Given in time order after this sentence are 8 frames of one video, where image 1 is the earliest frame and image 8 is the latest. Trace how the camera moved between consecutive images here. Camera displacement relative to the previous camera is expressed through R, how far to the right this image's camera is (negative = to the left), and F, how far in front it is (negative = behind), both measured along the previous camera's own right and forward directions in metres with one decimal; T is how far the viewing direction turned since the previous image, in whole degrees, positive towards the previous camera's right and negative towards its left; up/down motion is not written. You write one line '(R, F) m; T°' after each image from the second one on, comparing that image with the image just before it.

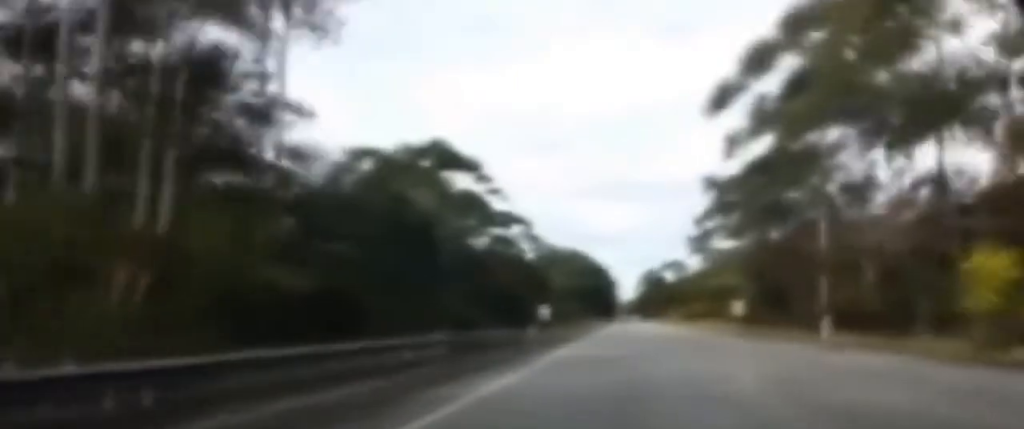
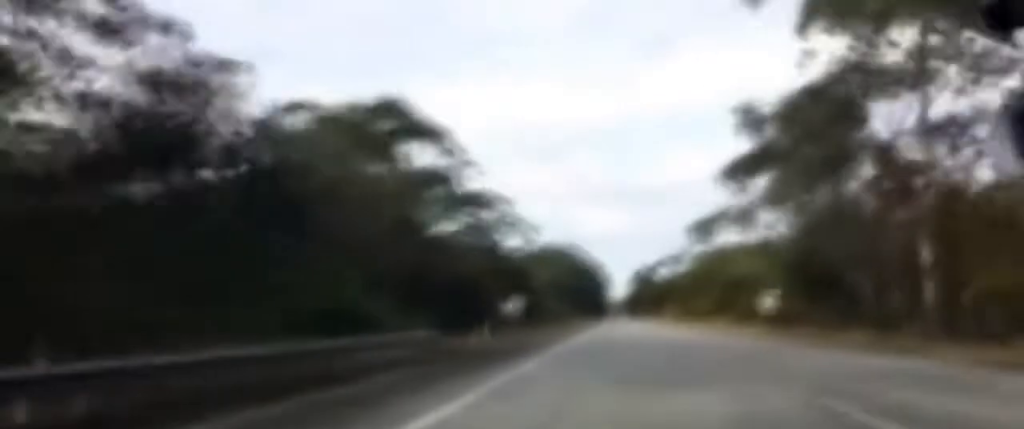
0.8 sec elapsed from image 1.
(-0.1, +21.5) m; 0°
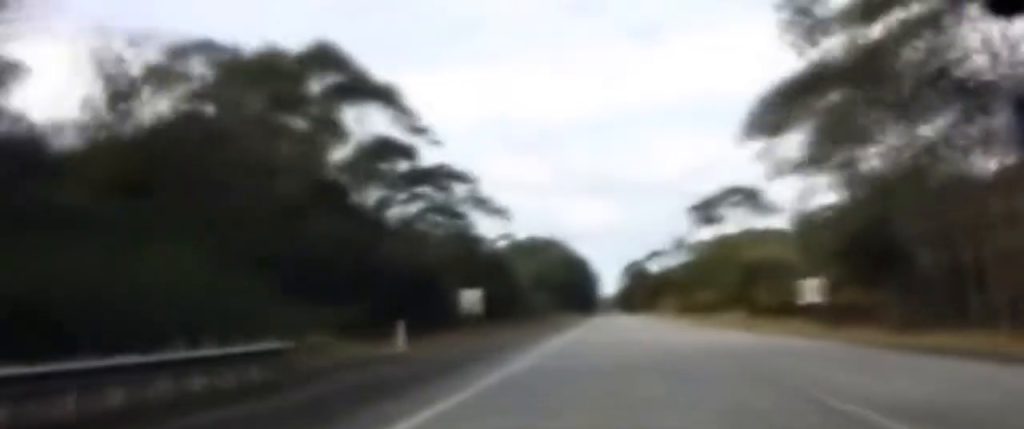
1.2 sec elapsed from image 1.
(-0.1, +12.1) m; 0°
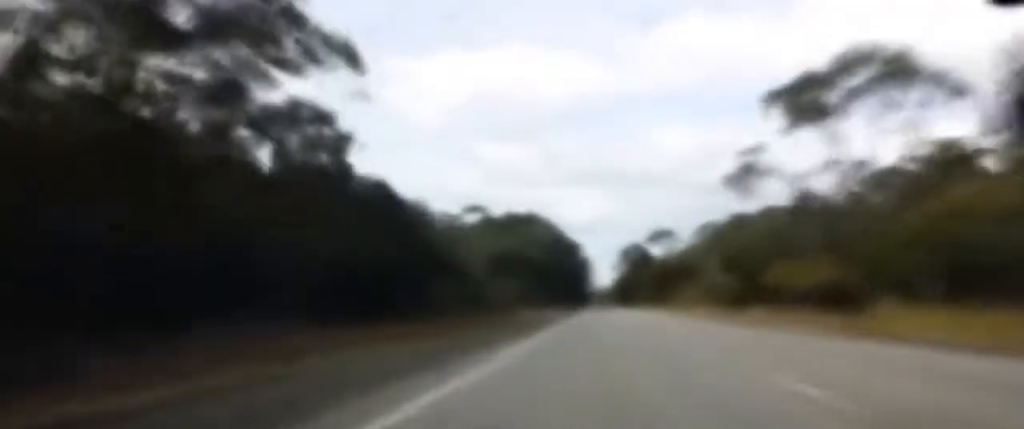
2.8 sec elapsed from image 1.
(+0.1, +45.3) m; 0°
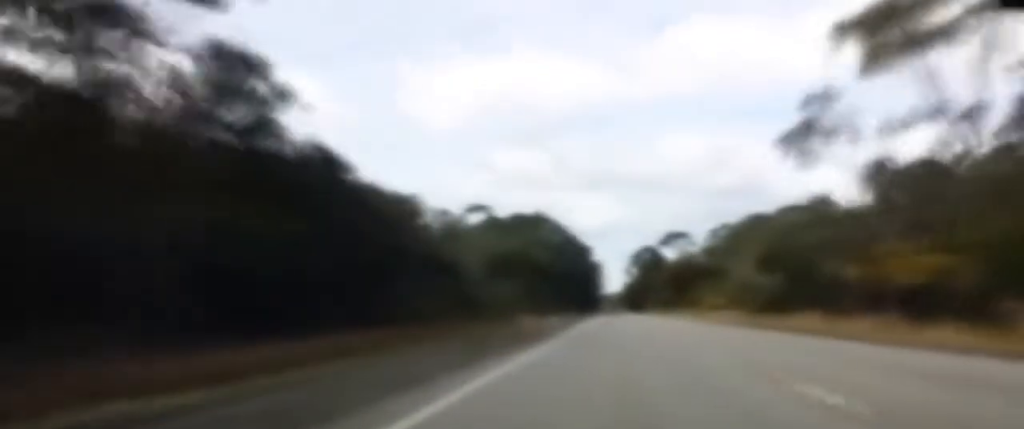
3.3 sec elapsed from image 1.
(0.0, +12.0) m; 0°
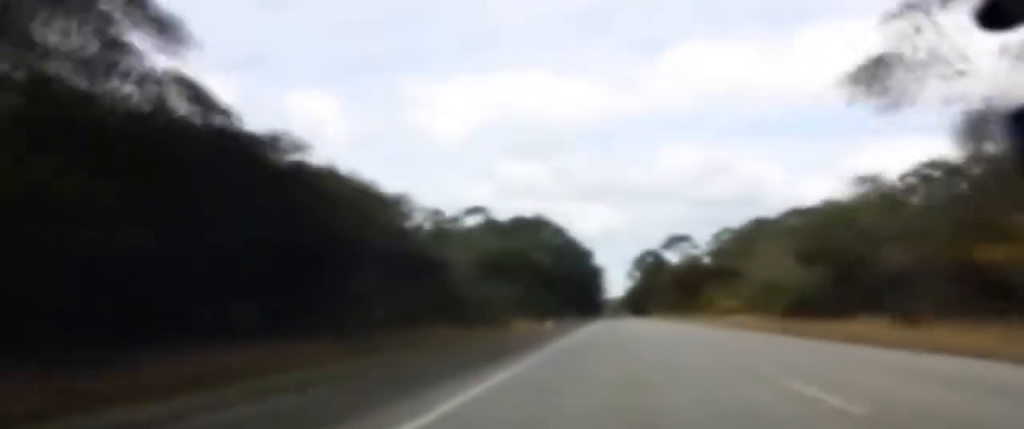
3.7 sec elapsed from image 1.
(0.0, +12.0) m; 0°
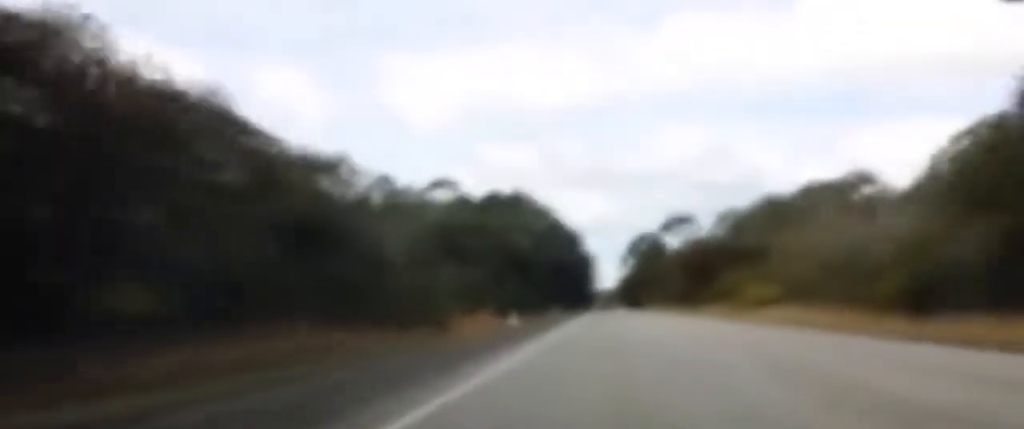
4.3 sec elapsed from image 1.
(0.0, +17.5) m; 0°
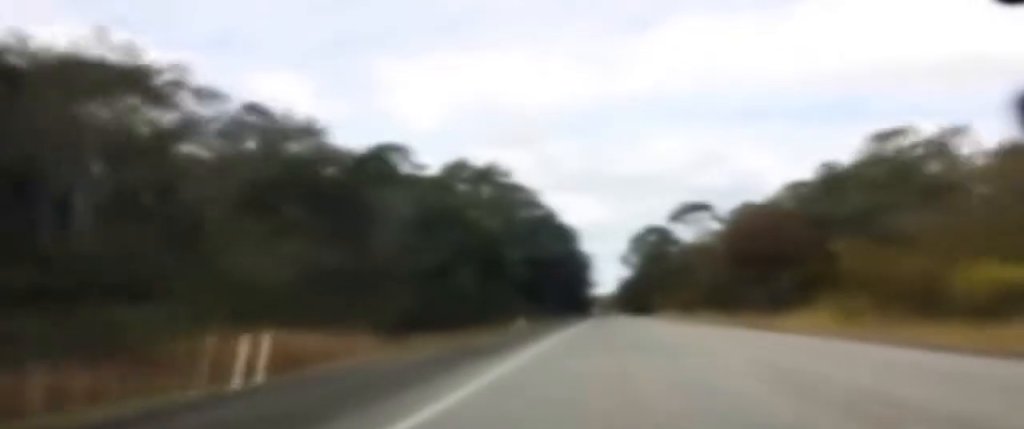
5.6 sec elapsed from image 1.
(+0.1, +36.0) m; 0°
